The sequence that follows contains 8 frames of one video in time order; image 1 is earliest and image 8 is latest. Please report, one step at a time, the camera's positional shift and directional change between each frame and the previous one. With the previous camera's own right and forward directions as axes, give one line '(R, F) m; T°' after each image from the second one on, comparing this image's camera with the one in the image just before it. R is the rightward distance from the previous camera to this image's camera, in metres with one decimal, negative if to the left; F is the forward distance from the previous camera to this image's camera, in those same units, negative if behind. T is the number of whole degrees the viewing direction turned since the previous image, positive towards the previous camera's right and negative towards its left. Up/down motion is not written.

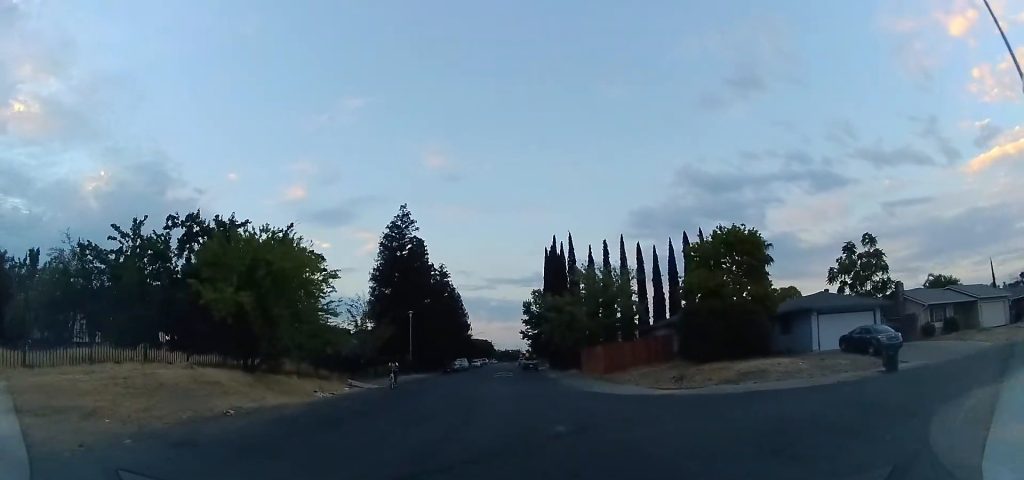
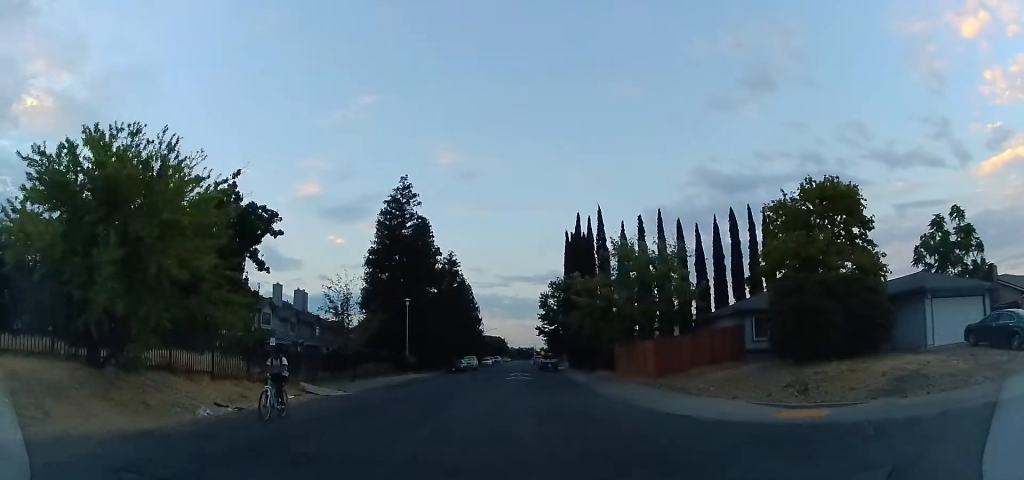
(0.0, +9.4) m; 0°
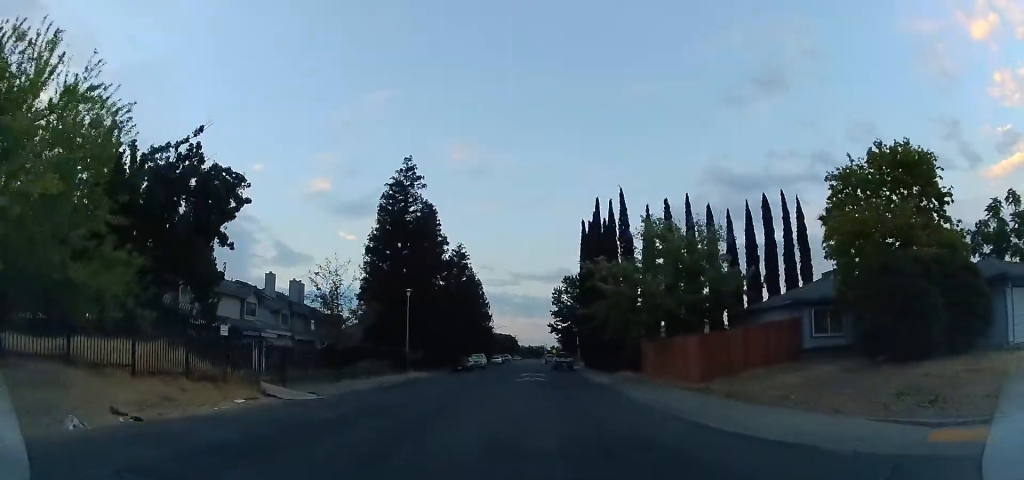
(0.0, +4.9) m; -1°
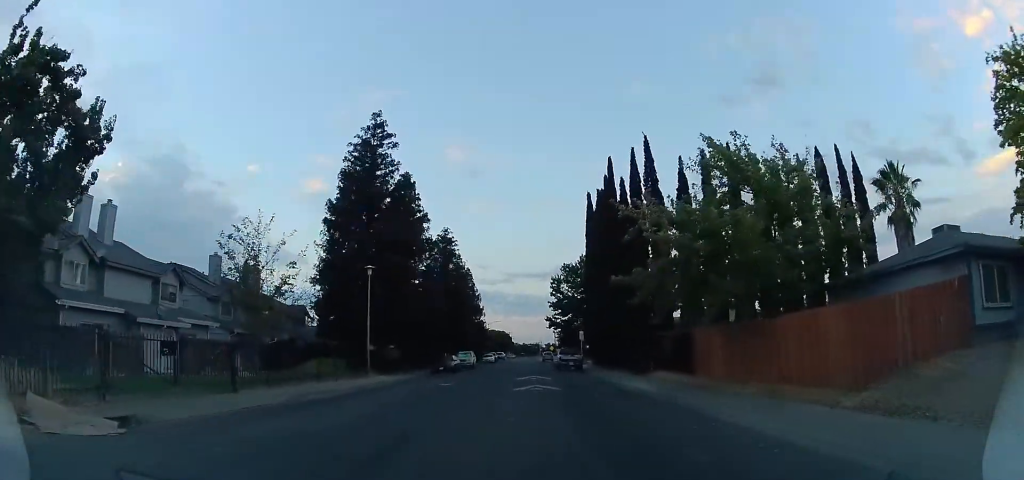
(-0.5, +10.5) m; -3°
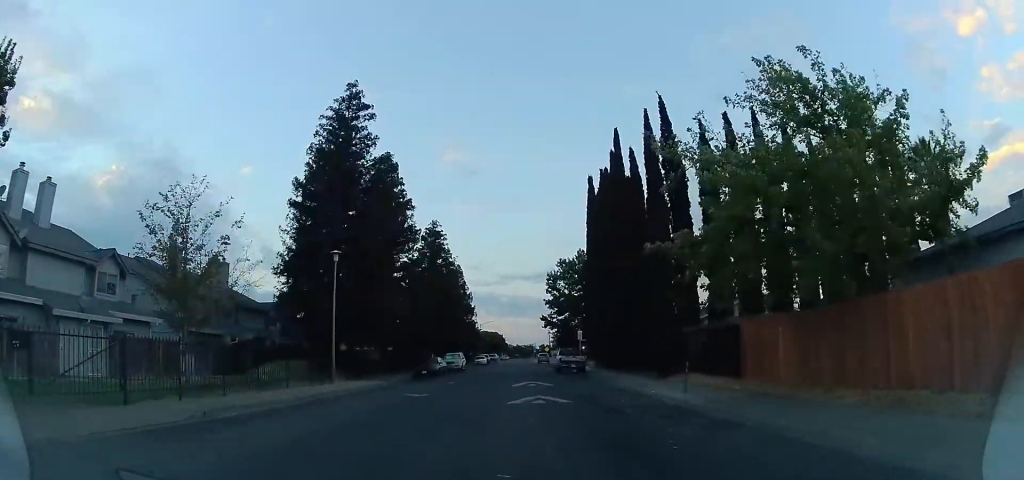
(+0.1, +5.3) m; +2°
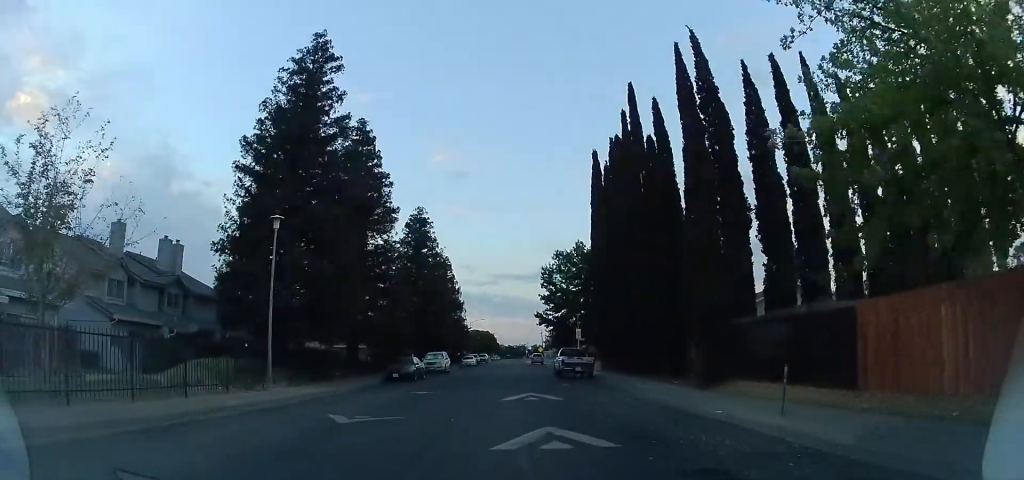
(+0.2, +6.7) m; +2°
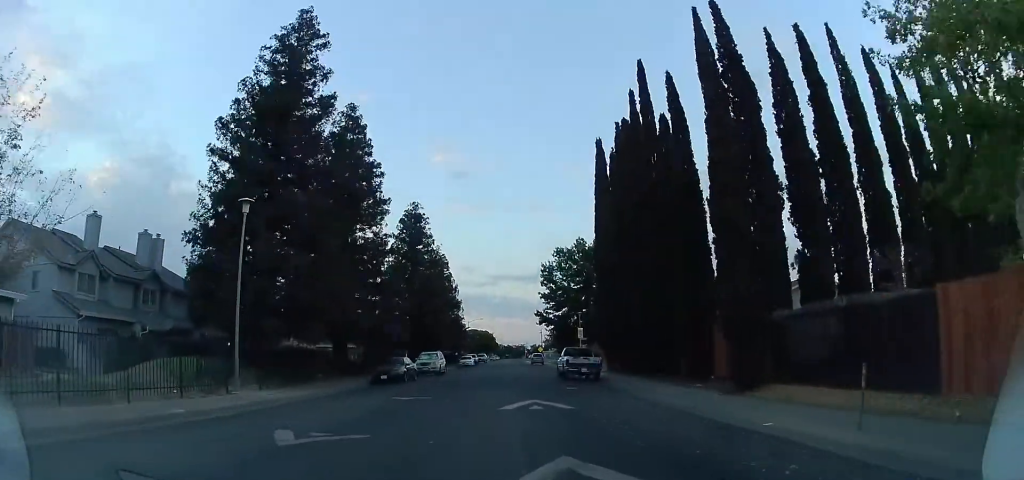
(0.0, +2.9) m; 0°
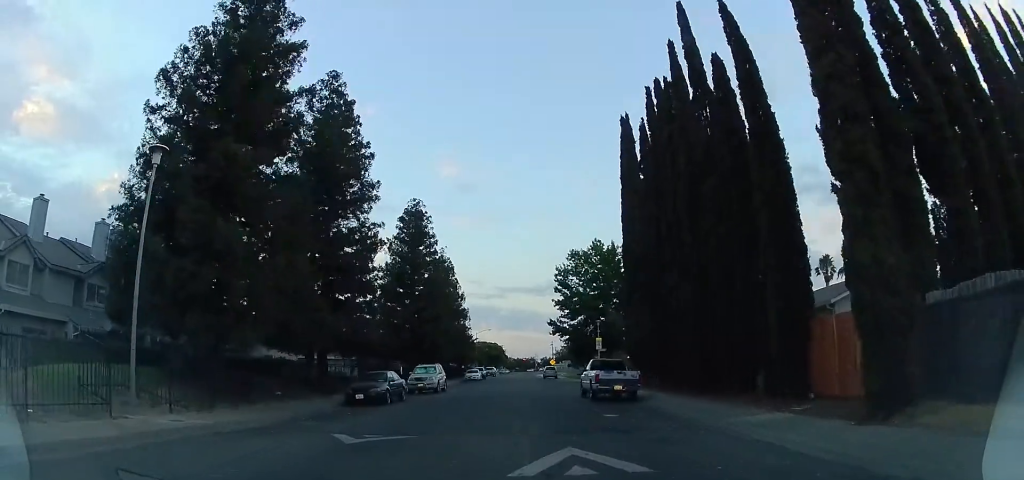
(0.0, +7.0) m; 0°
